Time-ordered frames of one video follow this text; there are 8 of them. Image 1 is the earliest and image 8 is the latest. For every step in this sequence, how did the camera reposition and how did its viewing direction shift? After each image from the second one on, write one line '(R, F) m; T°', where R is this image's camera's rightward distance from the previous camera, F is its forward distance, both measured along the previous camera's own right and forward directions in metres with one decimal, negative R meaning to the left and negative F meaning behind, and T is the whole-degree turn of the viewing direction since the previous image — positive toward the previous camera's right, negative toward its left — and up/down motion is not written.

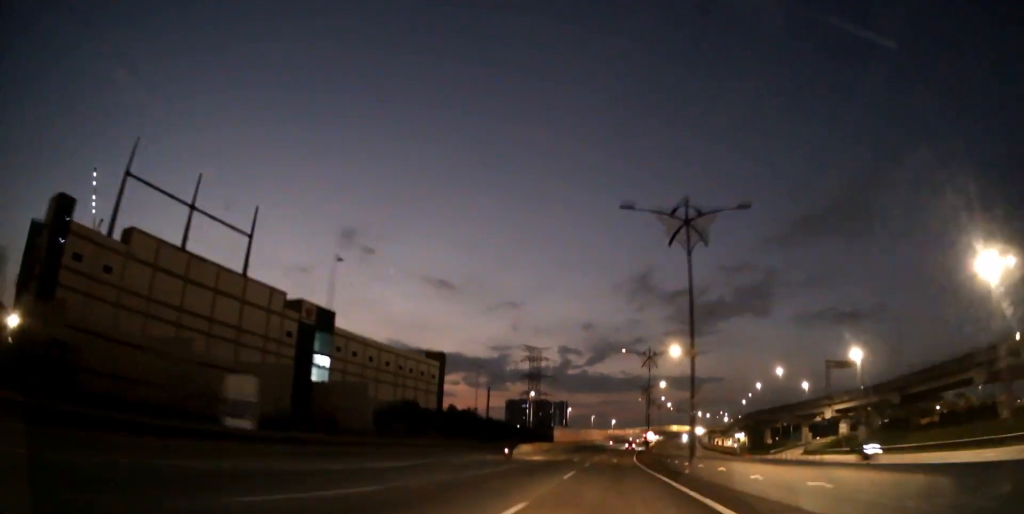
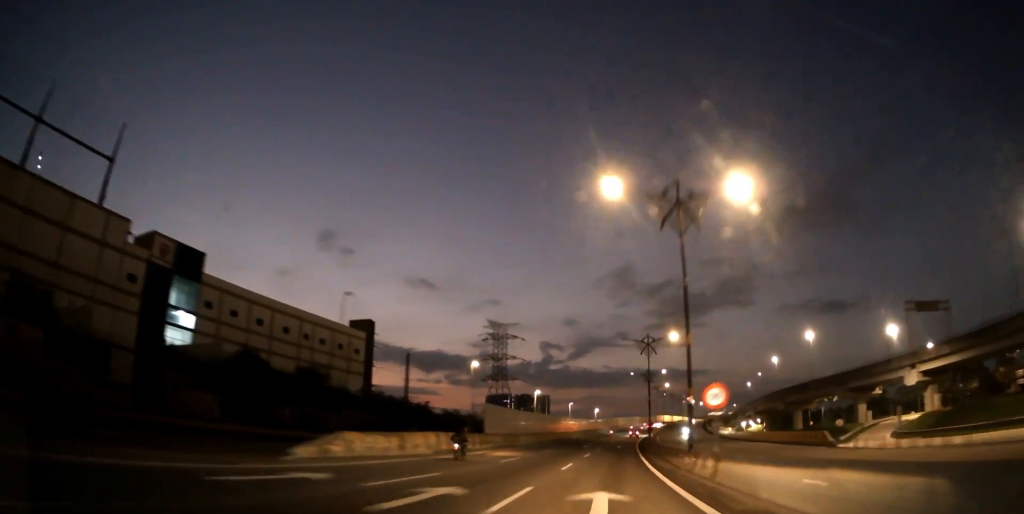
(+0.5, +41.0) m; +2°
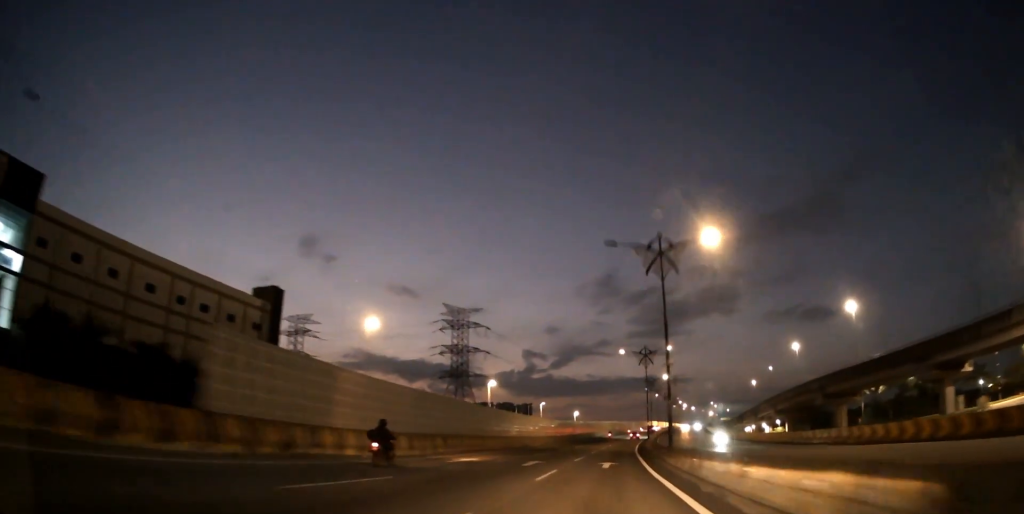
(+0.4, +32.8) m; +2°
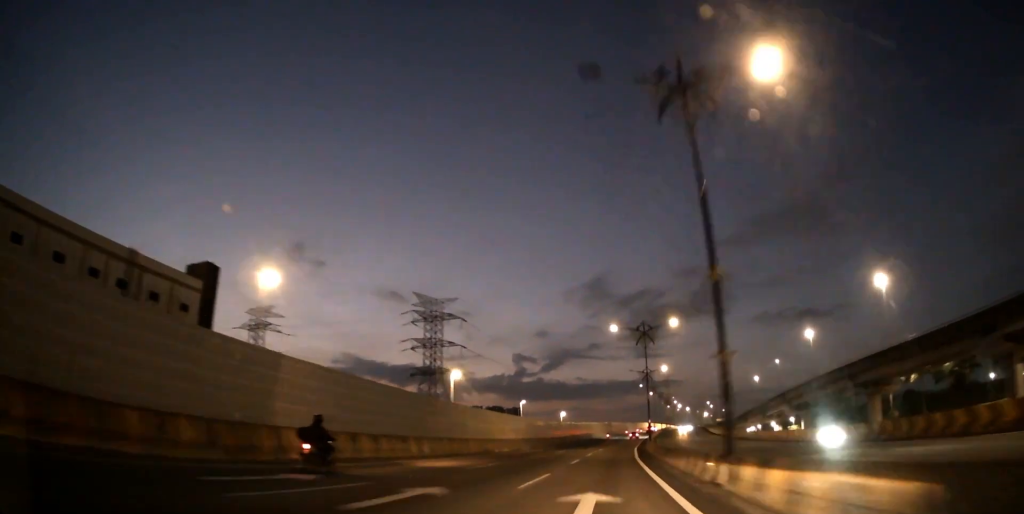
(+0.2, +15.8) m; +1°
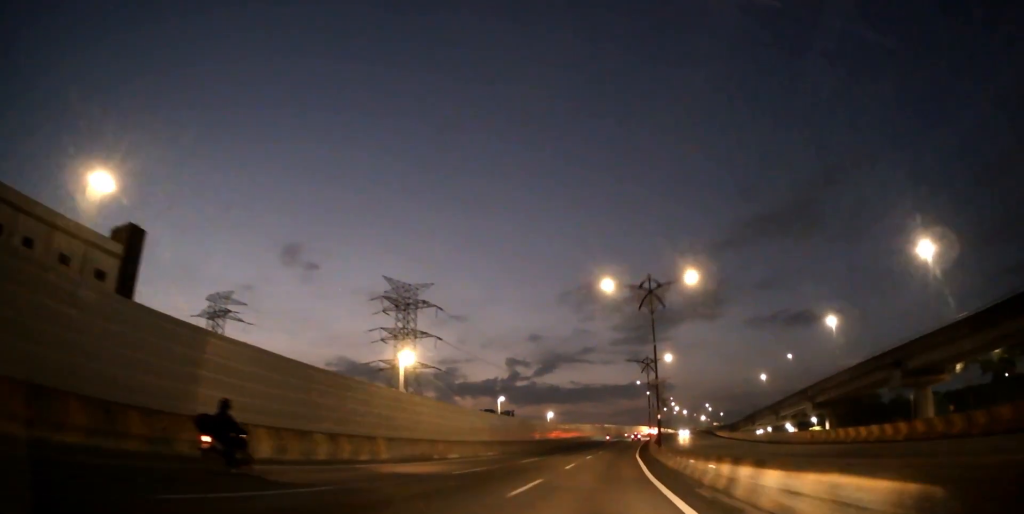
(+0.1, +16.8) m; +1°
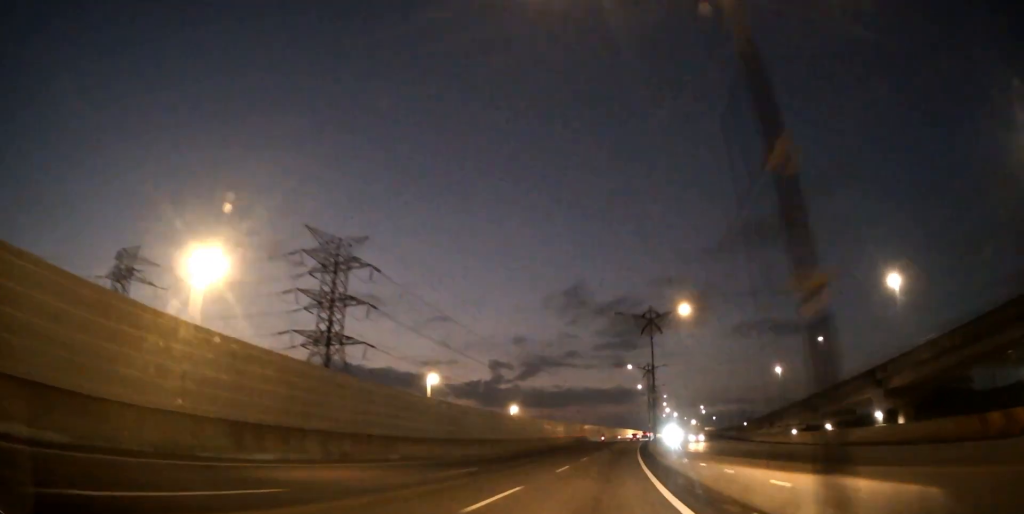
(+0.4, +30.1) m; +1°
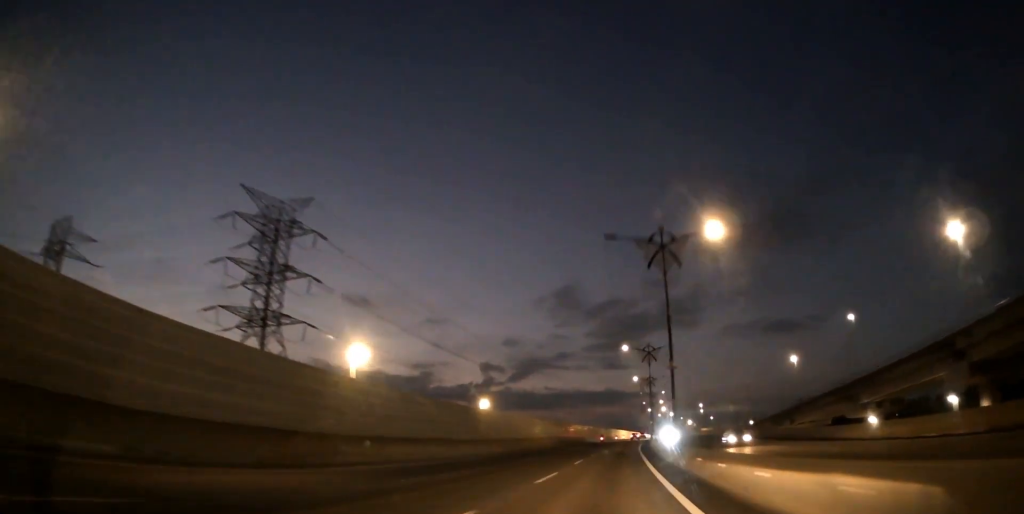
(+0.1, +18.4) m; +1°
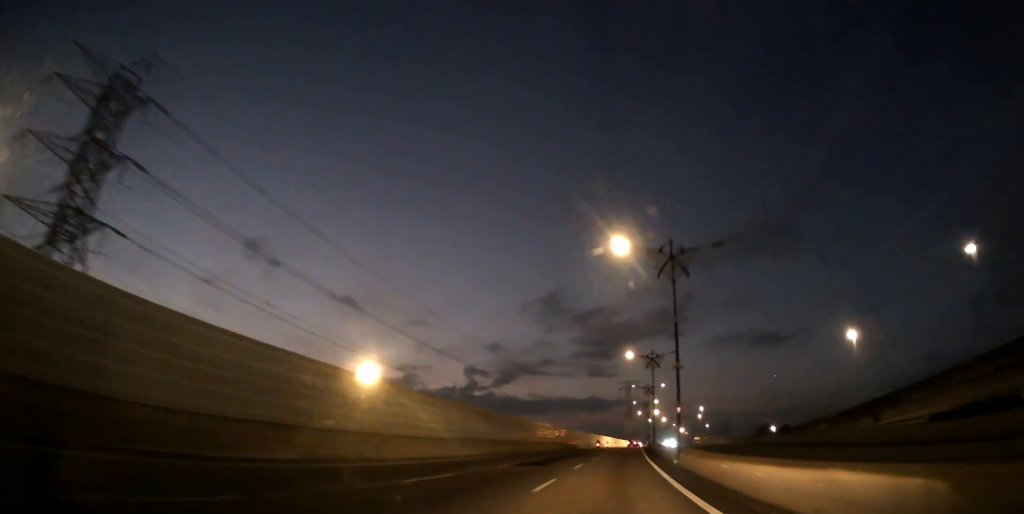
(+0.7, +39.5) m; +2°
